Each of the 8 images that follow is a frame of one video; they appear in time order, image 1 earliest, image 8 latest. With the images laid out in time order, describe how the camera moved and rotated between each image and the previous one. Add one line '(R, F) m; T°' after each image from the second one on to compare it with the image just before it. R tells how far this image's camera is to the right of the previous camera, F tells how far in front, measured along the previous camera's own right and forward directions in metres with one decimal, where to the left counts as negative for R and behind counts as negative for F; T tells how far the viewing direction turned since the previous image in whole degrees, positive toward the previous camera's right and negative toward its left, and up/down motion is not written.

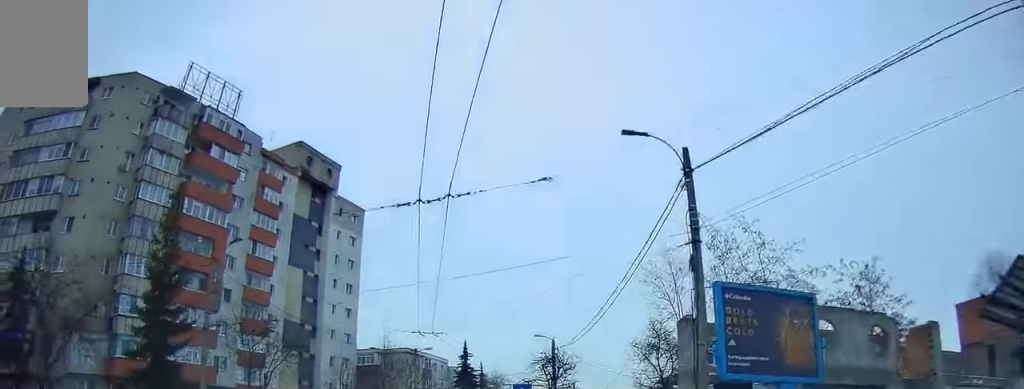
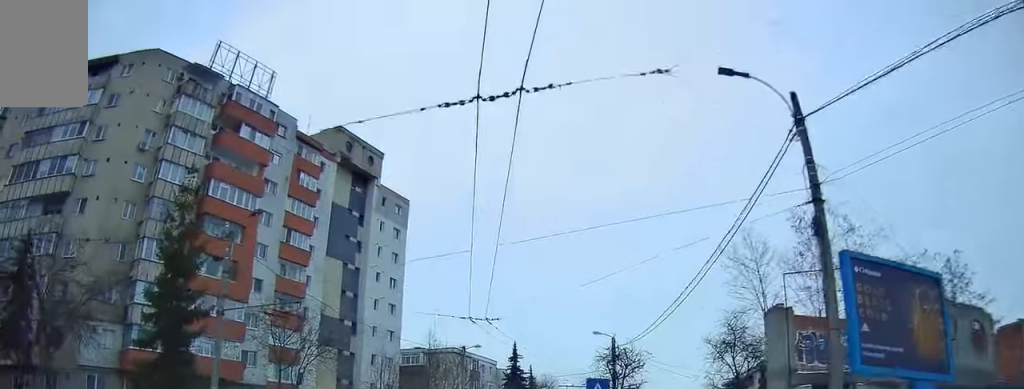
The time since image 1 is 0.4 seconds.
(-0.2, +3.9) m; -4°
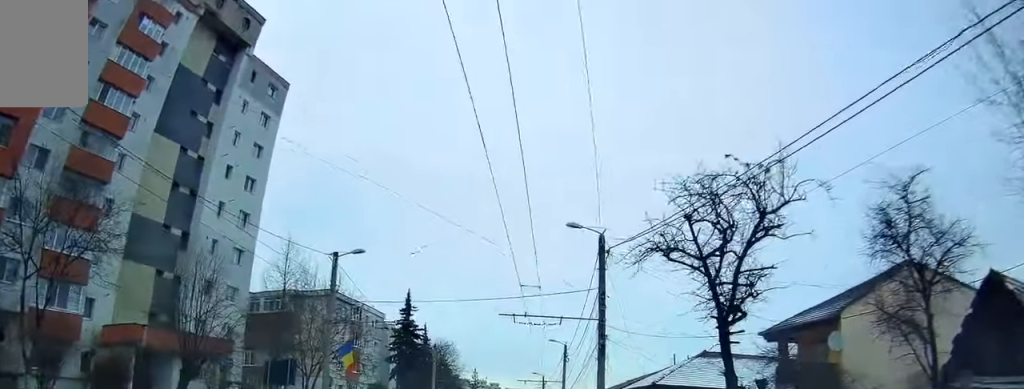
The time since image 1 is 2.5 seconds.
(-1.6, +19.8) m; -3°
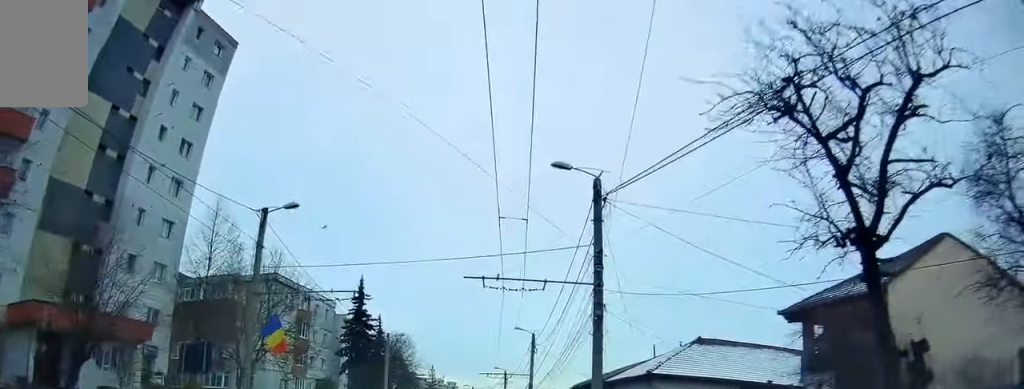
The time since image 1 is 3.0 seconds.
(+0.1, +5.6) m; +3°
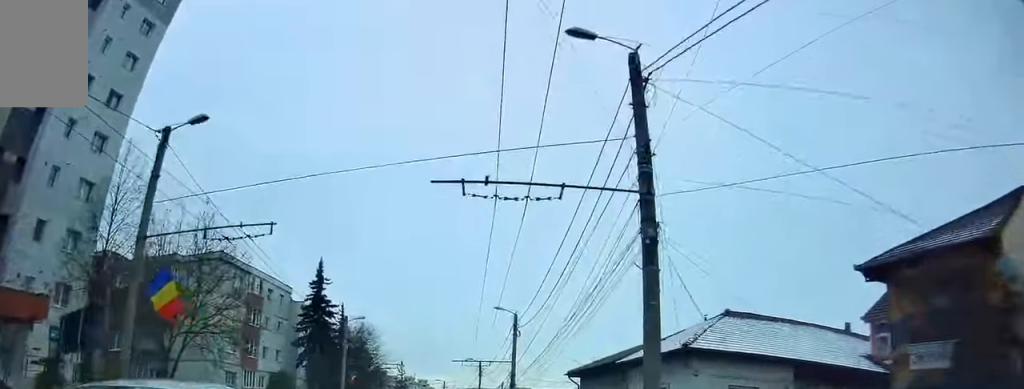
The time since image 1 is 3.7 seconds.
(+0.1, +7.2) m; +4°
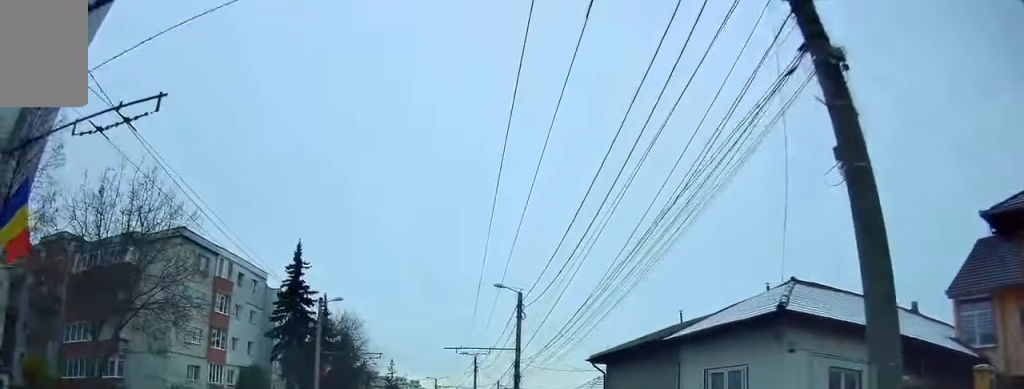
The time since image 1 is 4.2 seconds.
(+0.3, +6.4) m; +2°
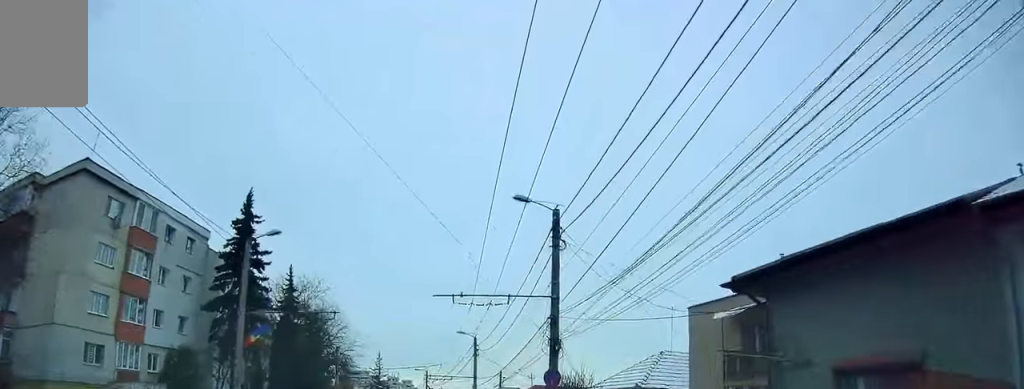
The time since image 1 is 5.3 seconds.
(+0.3, +12.6) m; +2°
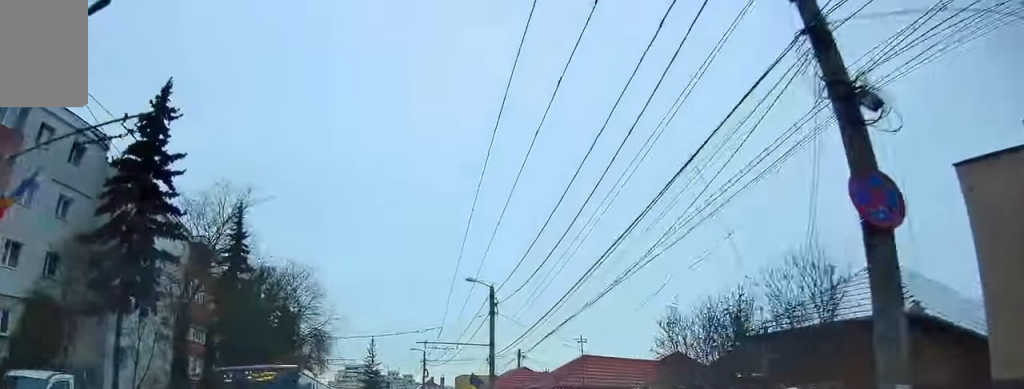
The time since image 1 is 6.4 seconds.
(+0.2, +14.8) m; 0°
